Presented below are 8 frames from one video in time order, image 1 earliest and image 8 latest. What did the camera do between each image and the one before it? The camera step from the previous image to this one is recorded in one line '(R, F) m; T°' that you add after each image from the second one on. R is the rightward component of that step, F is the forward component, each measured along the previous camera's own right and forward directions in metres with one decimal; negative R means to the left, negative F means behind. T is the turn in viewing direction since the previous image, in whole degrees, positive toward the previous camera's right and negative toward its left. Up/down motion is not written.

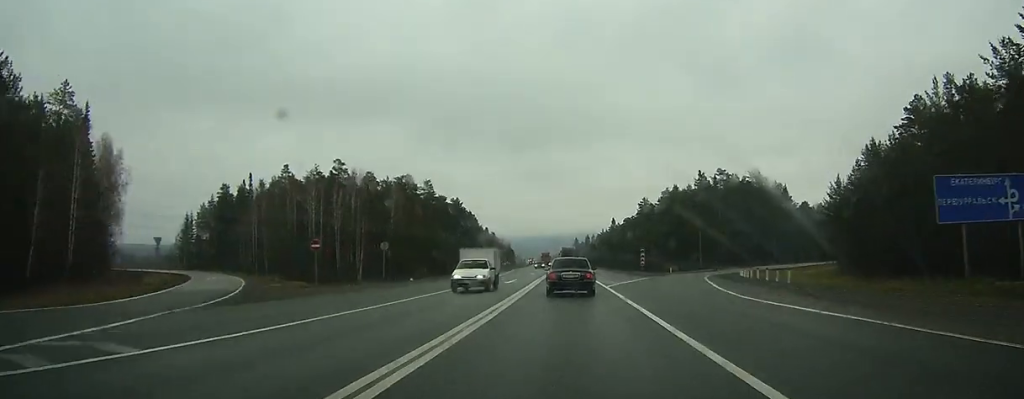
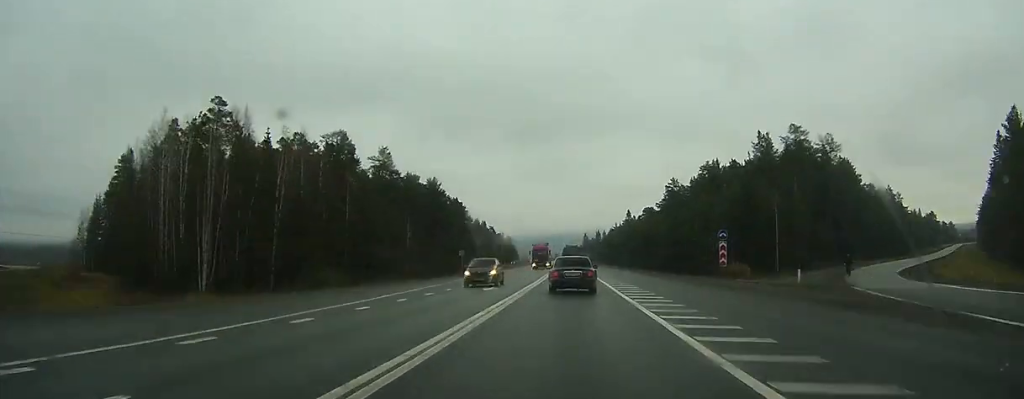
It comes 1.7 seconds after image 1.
(-0.5, +41.7) m; -1°
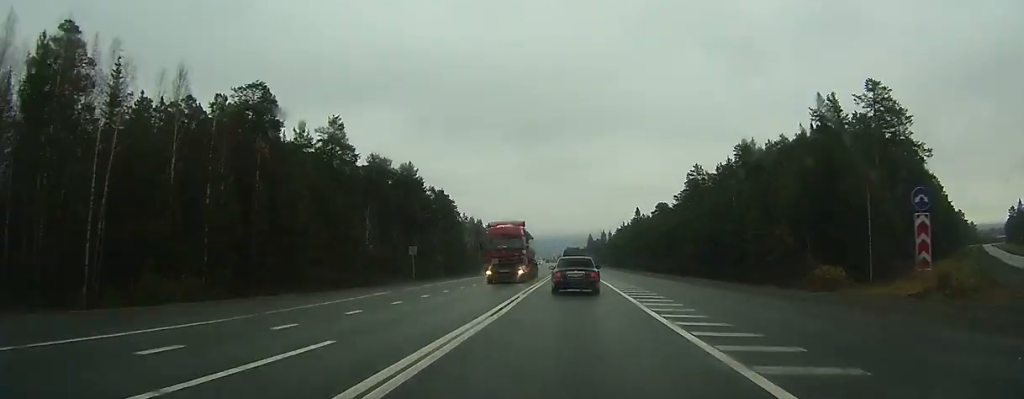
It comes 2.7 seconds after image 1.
(-0.1, +25.0) m; 0°
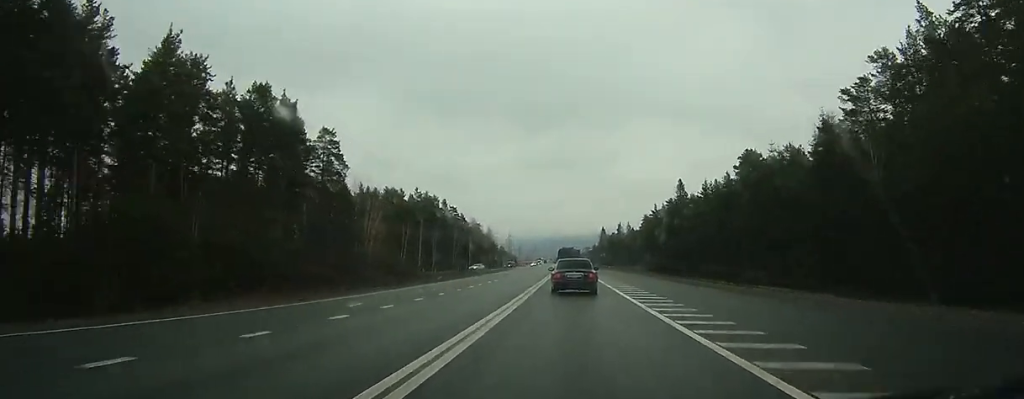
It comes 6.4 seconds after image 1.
(-0.8, +92.6) m; -1°
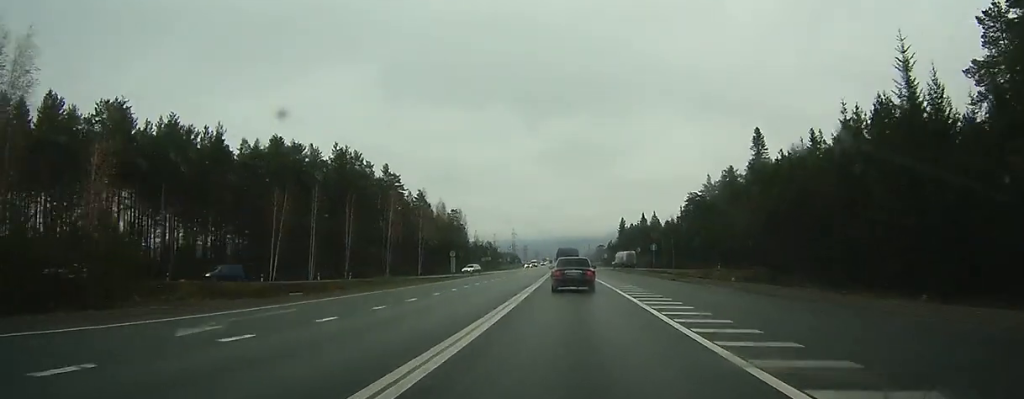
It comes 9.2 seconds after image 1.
(-0.8, +68.6) m; -1°
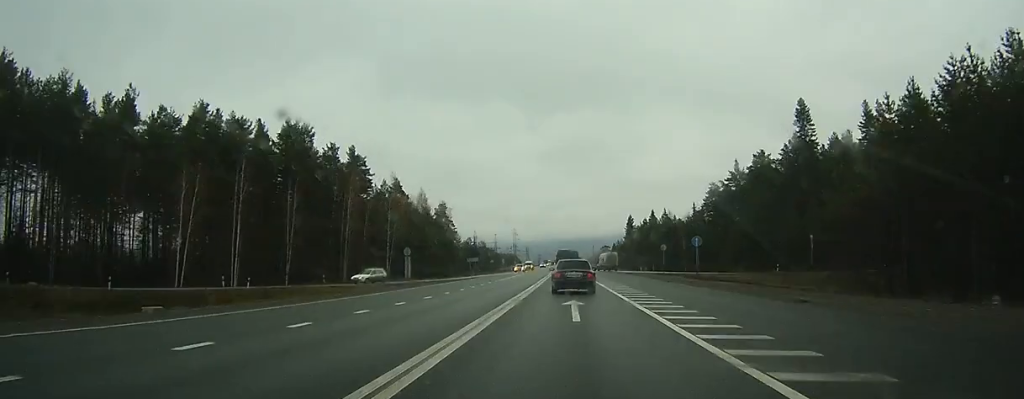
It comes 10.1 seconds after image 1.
(+0.1, +21.1) m; 0°
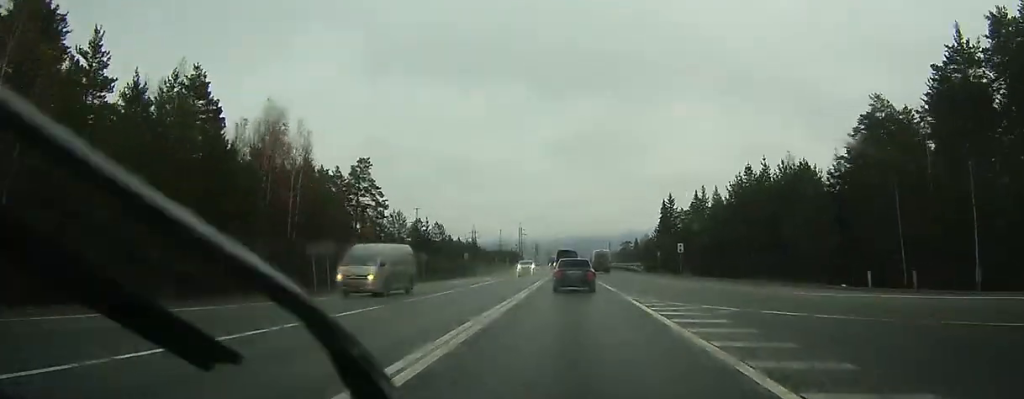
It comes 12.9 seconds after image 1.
(-0.5, +69.3) m; -1°
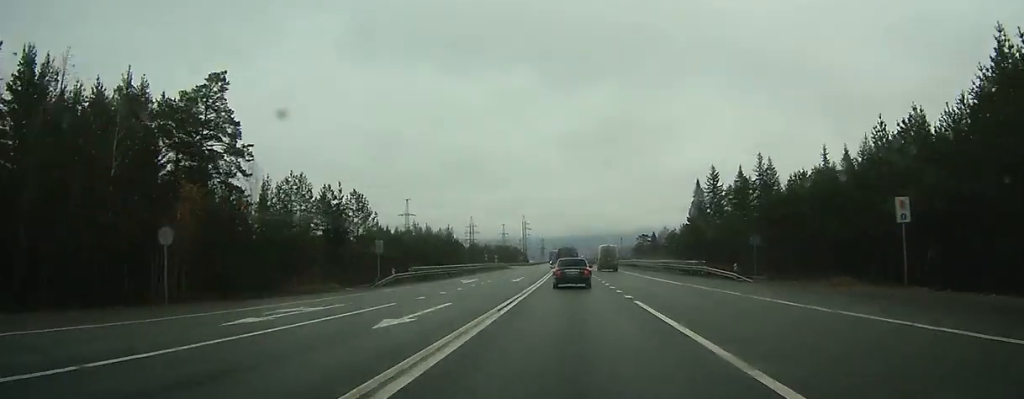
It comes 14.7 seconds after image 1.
(-0.3, +43.3) m; 0°
